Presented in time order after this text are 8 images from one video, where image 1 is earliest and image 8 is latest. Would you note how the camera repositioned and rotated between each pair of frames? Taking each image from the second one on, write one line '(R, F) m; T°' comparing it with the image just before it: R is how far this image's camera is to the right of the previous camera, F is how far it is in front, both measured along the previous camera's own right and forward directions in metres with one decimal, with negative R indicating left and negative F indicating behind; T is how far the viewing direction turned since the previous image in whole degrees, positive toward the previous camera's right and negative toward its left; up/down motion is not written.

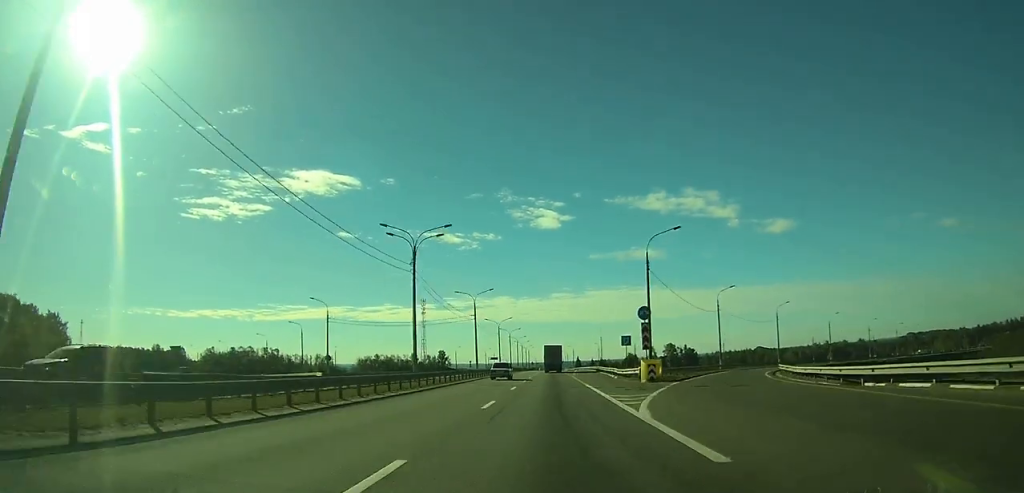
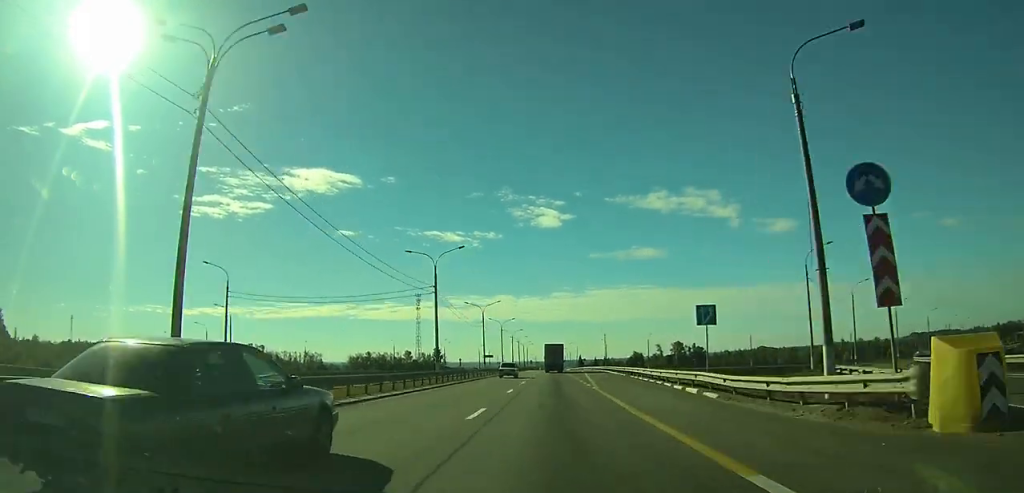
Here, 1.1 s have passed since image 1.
(0.0, +27.2) m; 0°
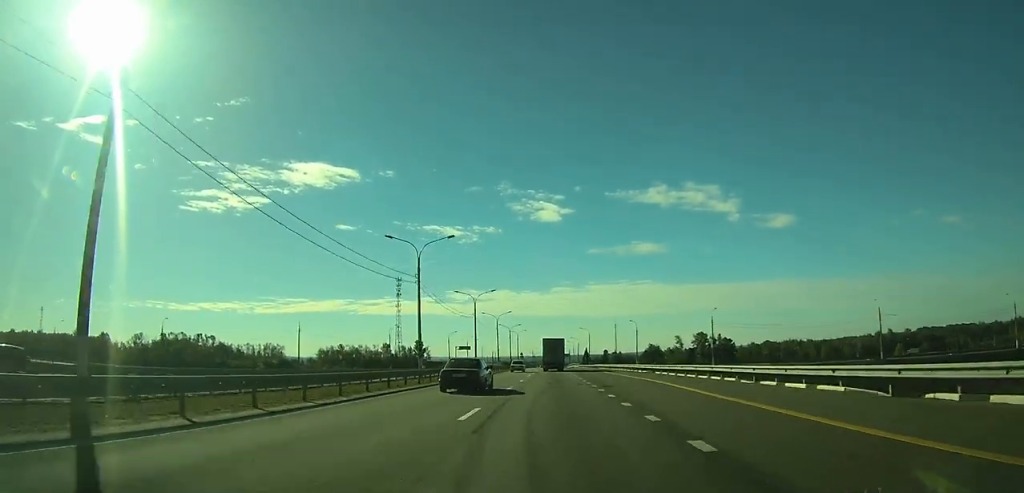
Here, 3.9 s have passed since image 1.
(+0.1, +72.3) m; 0°
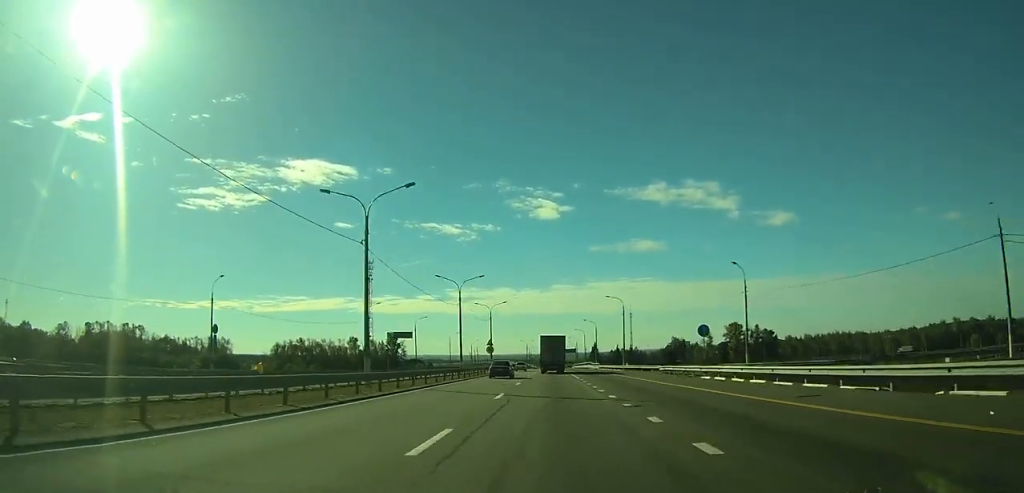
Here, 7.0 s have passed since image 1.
(-0.1, +76.4) m; 0°
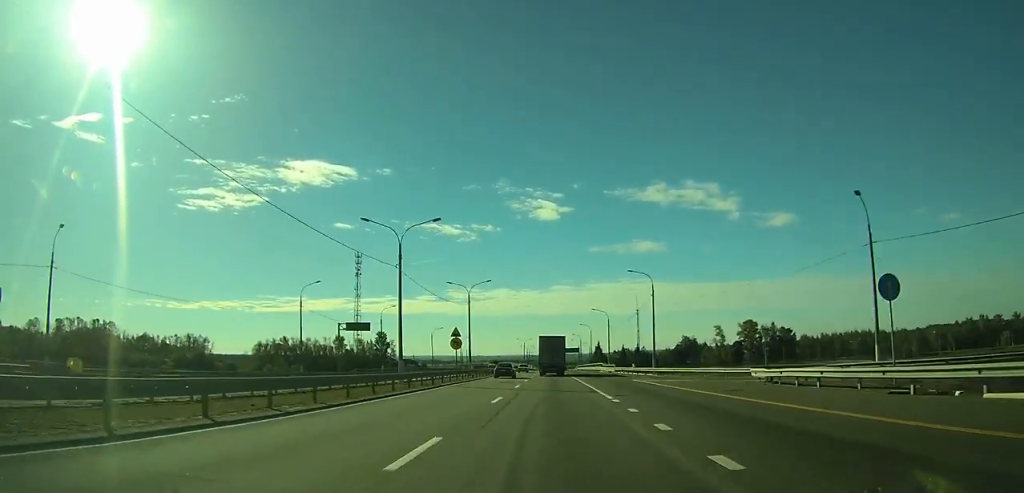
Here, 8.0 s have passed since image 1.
(0.0, +24.8) m; 0°
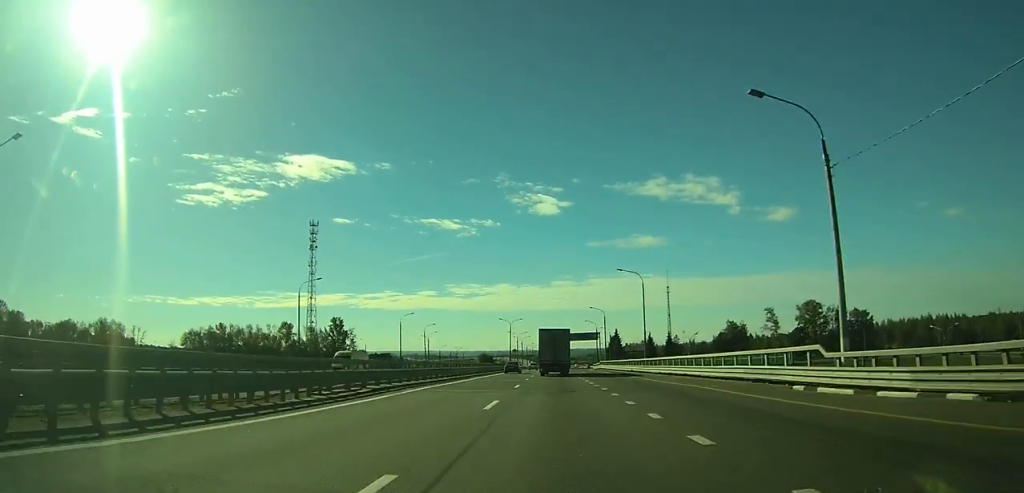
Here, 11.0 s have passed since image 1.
(0.0, +74.2) m; 0°
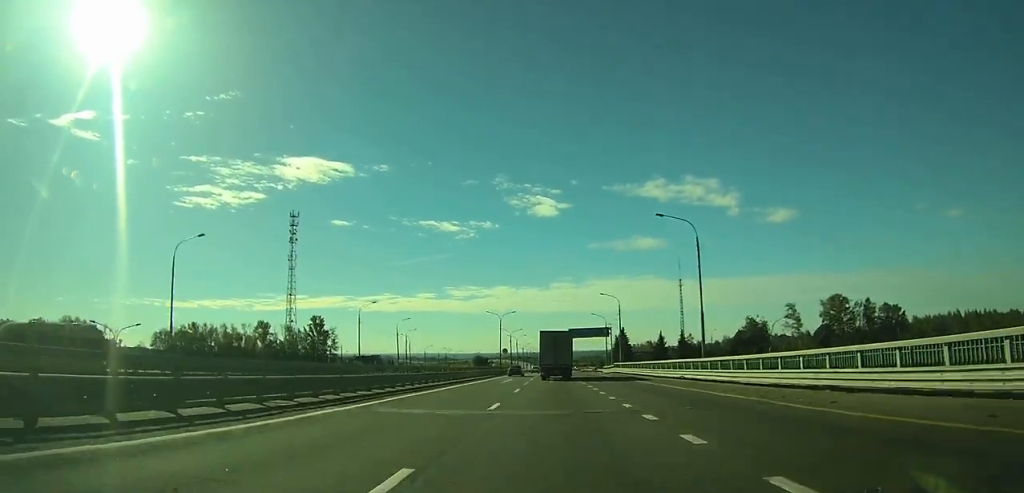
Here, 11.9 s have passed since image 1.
(0.0, +22.9) m; 0°
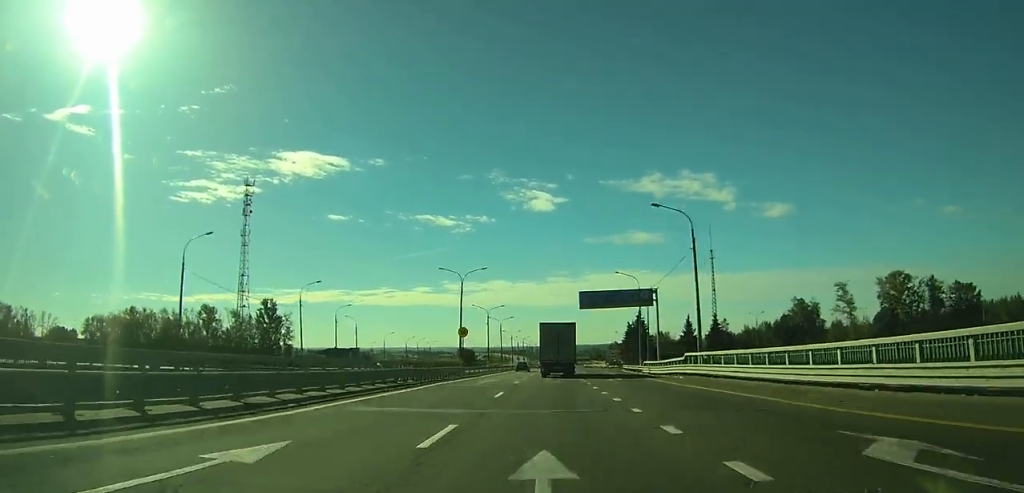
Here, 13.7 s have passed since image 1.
(+0.1, +41.8) m; 0°
